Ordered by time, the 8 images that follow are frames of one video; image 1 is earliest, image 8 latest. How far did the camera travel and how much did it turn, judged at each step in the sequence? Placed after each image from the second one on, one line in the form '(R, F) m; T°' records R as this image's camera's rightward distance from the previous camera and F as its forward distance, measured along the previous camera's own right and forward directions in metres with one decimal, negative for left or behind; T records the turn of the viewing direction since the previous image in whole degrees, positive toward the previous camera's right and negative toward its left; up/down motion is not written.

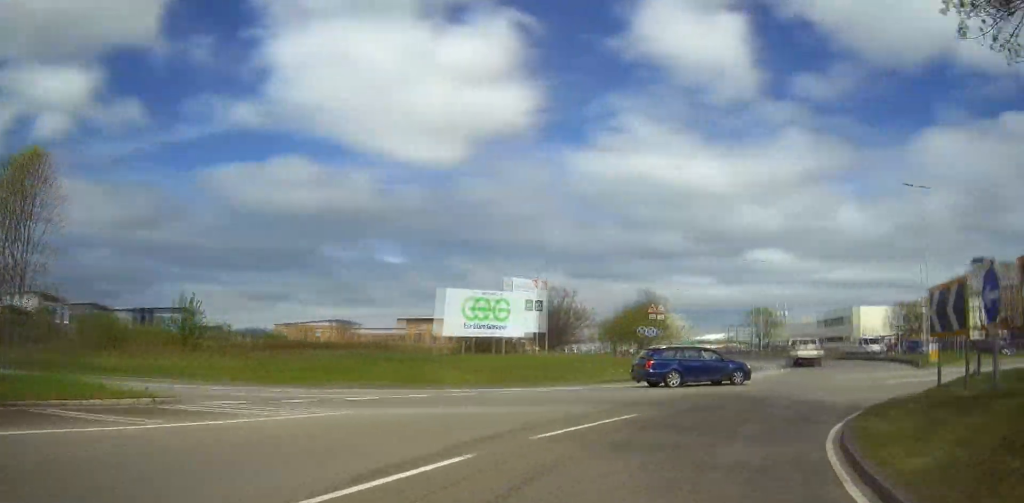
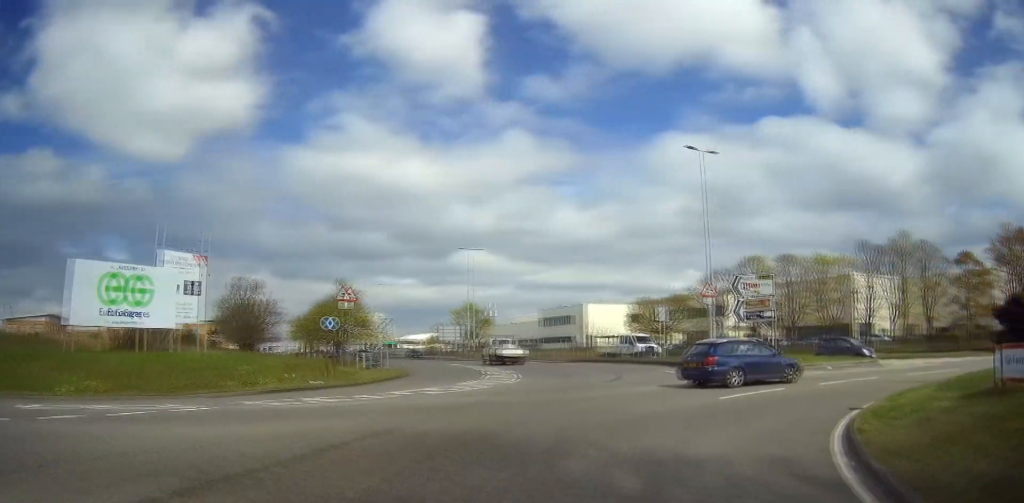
(+2.1, +10.3) m; +20°
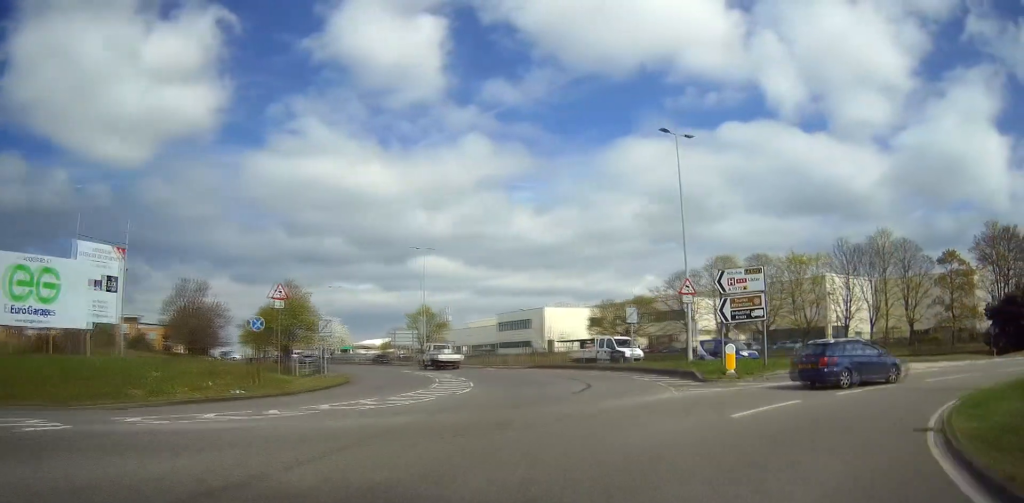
(+0.4, +4.3) m; +3°
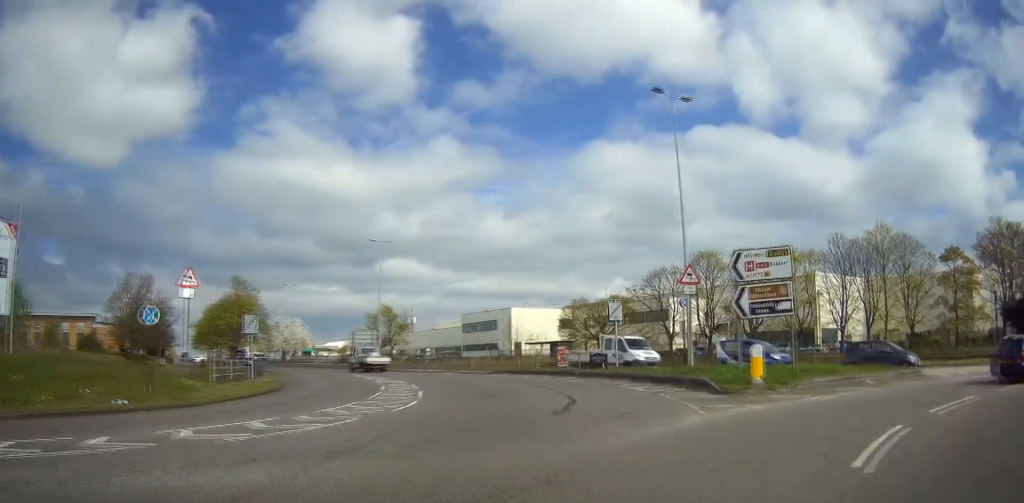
(+0.3, +6.4) m; +3°
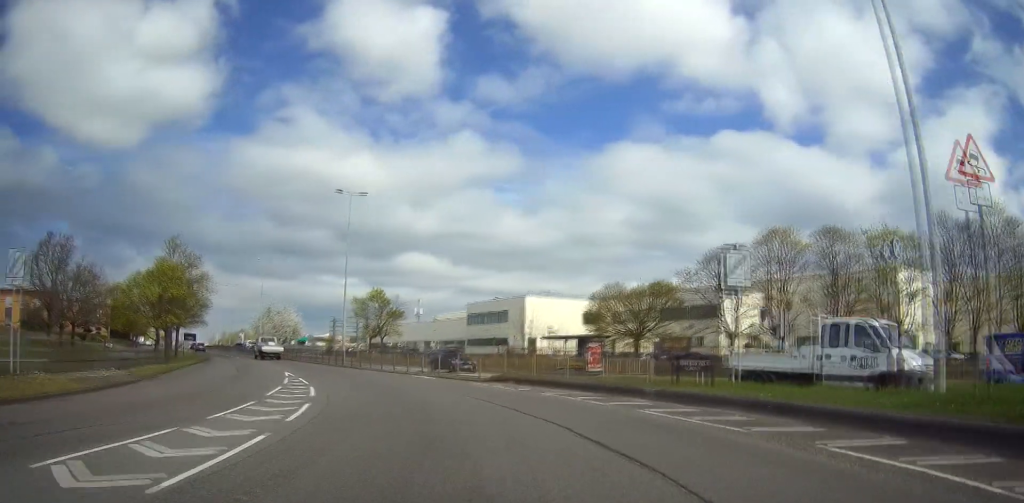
(0.0, +18.0) m; -2°
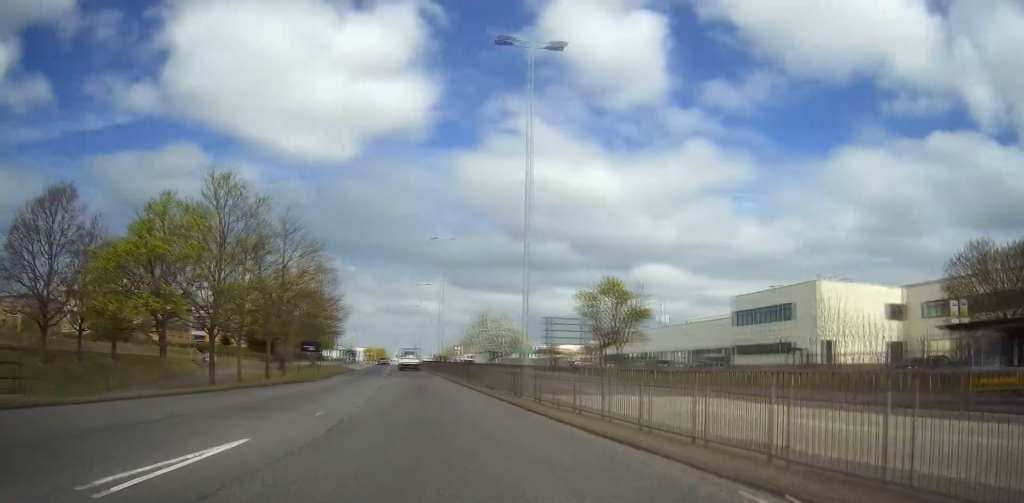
(-3.9, +26.3) m; -19°
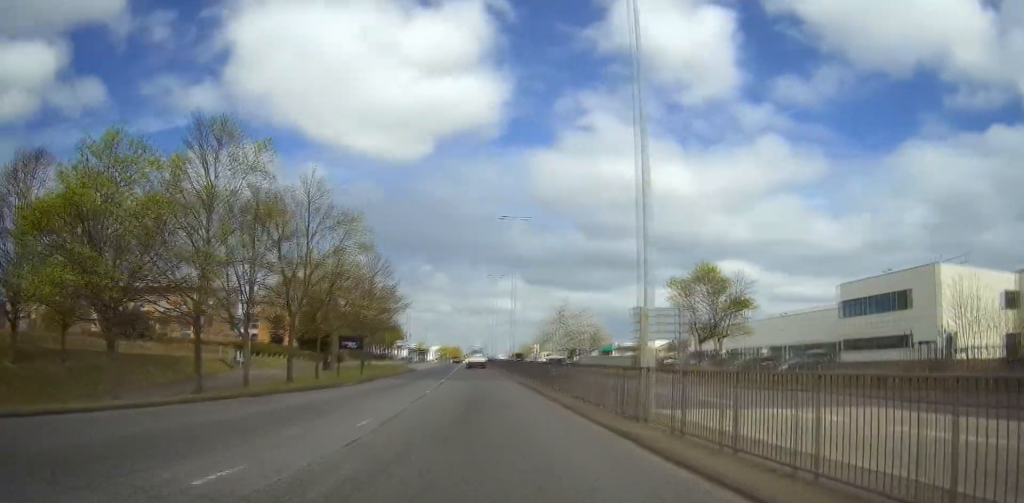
(-0.7, +8.7) m; -4°
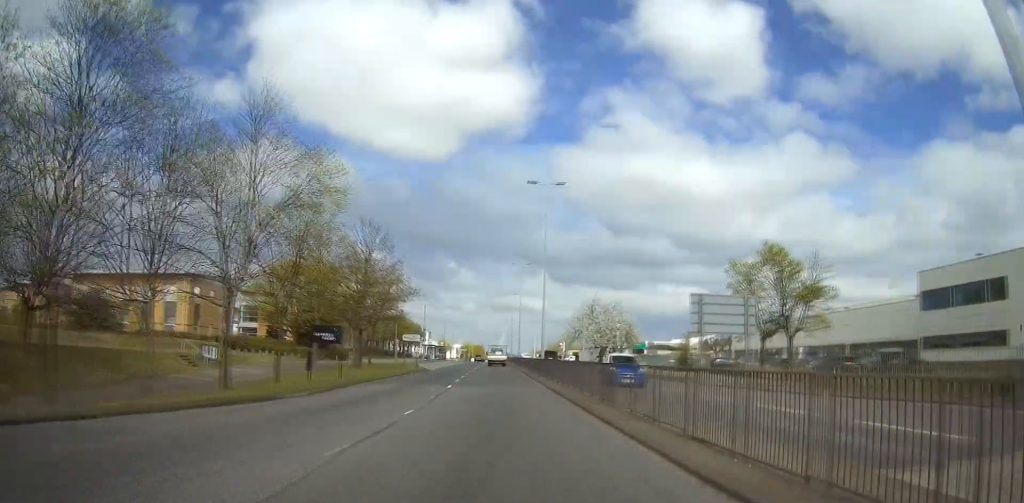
(-0.2, +10.2) m; -1°
